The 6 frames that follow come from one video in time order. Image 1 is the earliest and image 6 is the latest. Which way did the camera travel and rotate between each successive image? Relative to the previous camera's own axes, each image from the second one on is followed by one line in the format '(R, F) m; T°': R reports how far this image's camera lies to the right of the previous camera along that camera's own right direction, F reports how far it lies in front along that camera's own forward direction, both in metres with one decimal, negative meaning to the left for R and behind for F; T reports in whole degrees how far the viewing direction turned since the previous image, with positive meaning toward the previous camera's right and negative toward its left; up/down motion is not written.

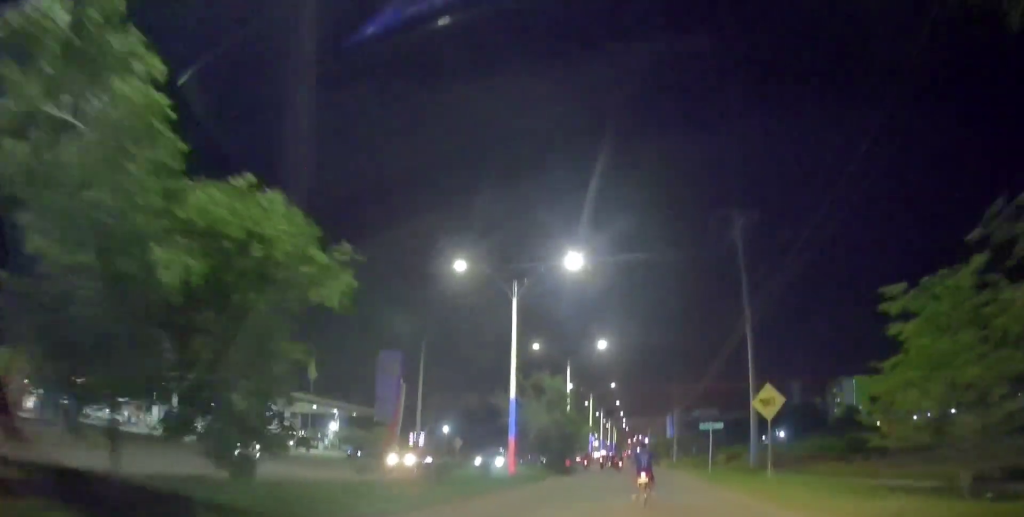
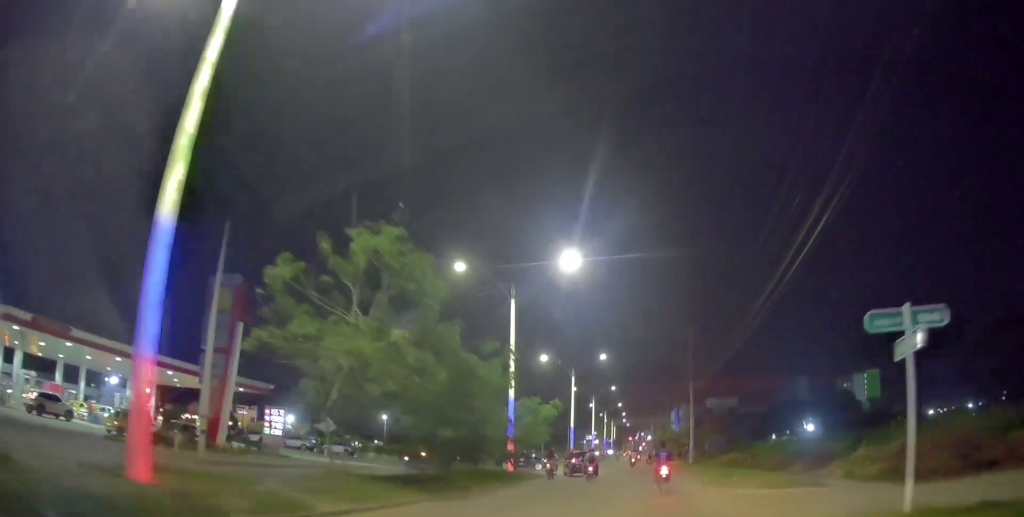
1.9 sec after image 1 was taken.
(-0.3, +23.4) m; -1°
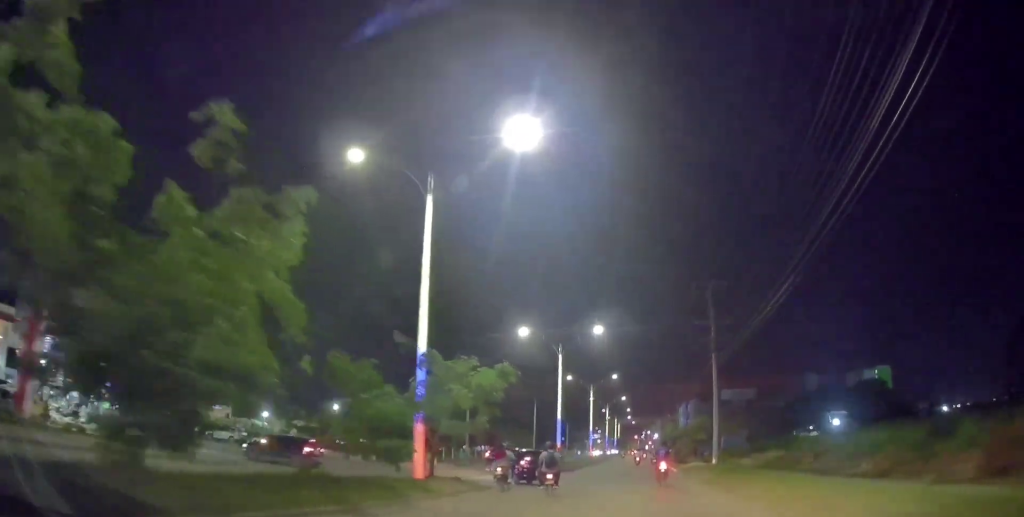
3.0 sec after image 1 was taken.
(-0.1, +13.6) m; -1°
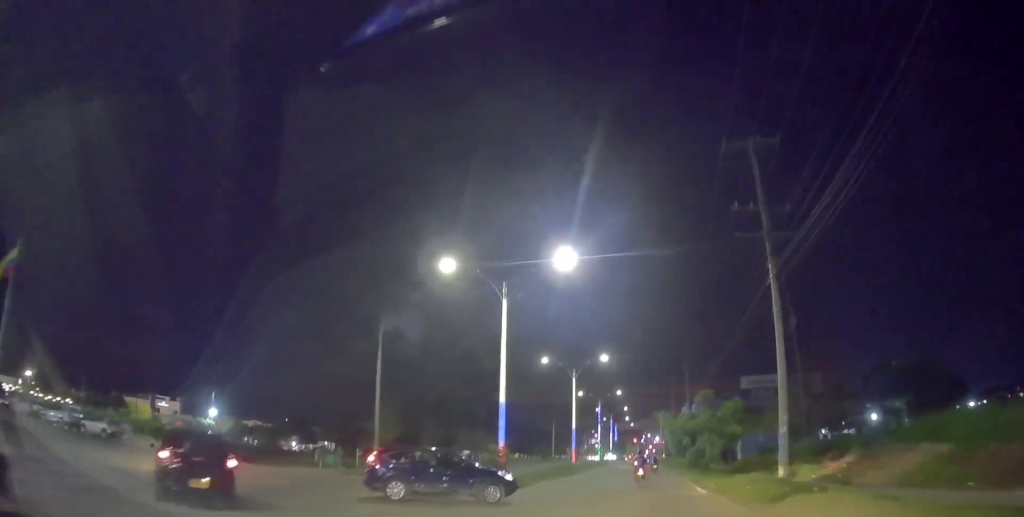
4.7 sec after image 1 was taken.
(-0.5, +19.5) m; -2°
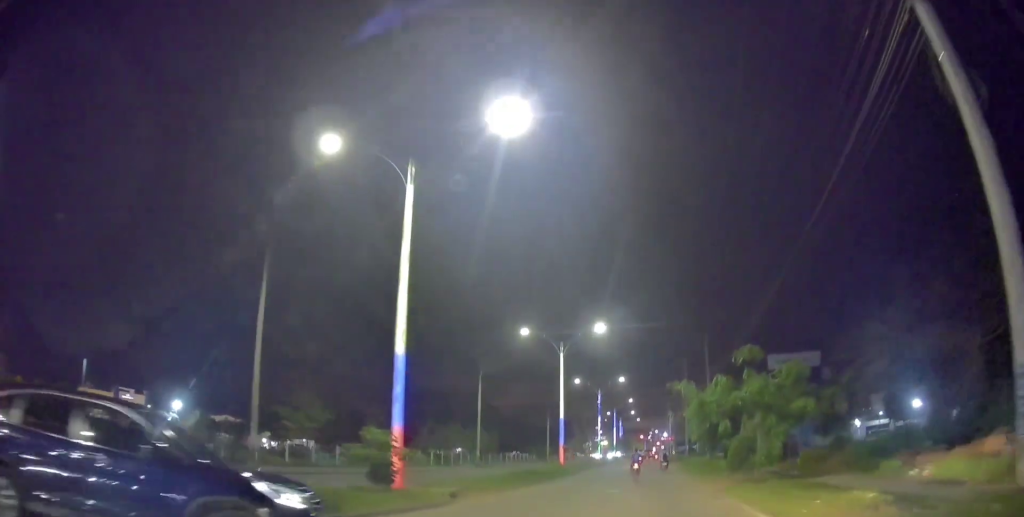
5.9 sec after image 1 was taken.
(+0.2, +13.1) m; +1°
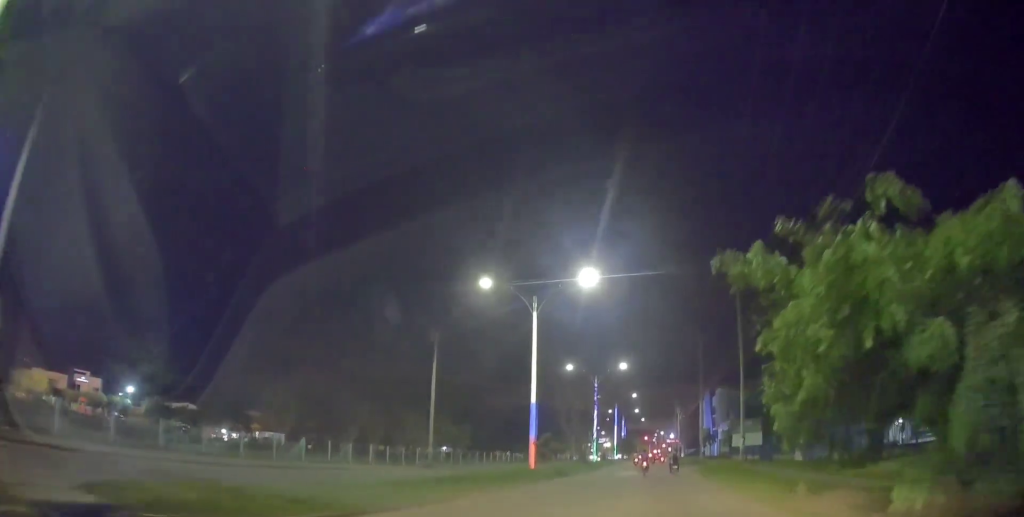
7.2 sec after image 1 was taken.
(-0.3, +13.8) m; 0°
